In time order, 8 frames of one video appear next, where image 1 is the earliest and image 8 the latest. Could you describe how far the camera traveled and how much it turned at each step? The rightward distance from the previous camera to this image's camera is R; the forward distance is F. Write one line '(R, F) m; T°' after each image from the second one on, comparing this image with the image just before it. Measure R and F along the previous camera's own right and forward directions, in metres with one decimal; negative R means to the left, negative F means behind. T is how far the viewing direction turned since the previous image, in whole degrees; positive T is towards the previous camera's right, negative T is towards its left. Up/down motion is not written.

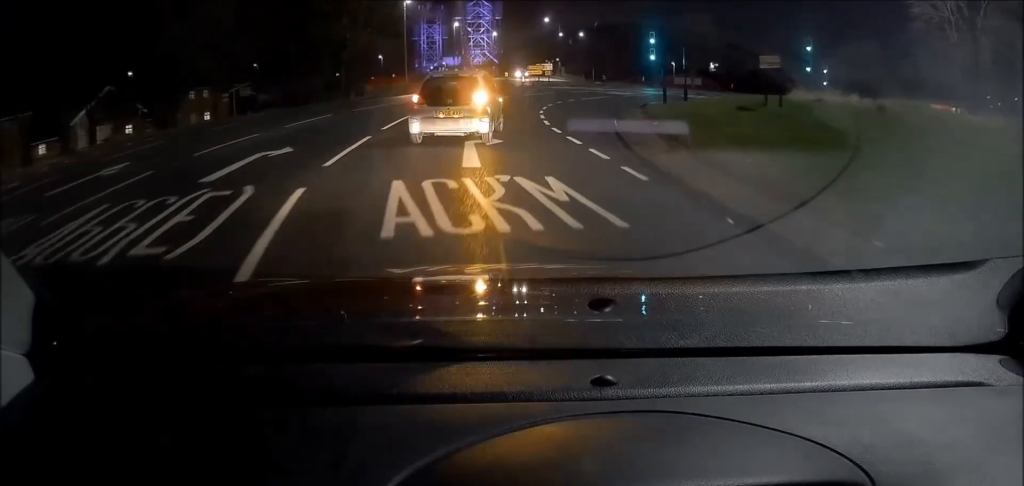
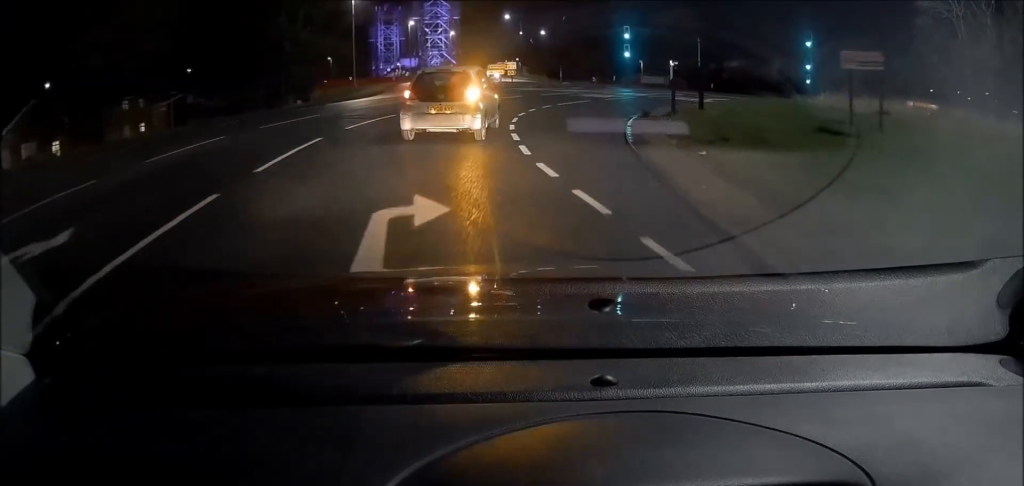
(+0.2, +6.0) m; +2°
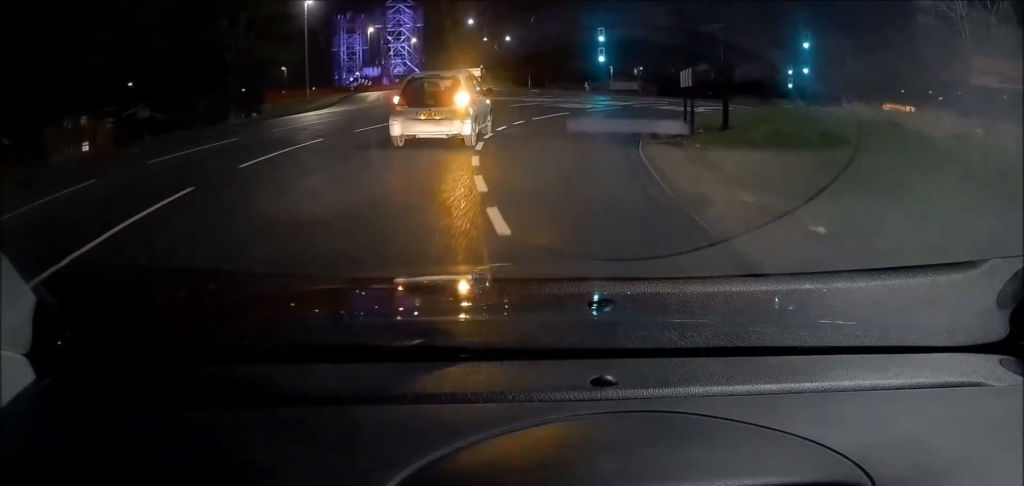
(+0.2, +4.7) m; 0°
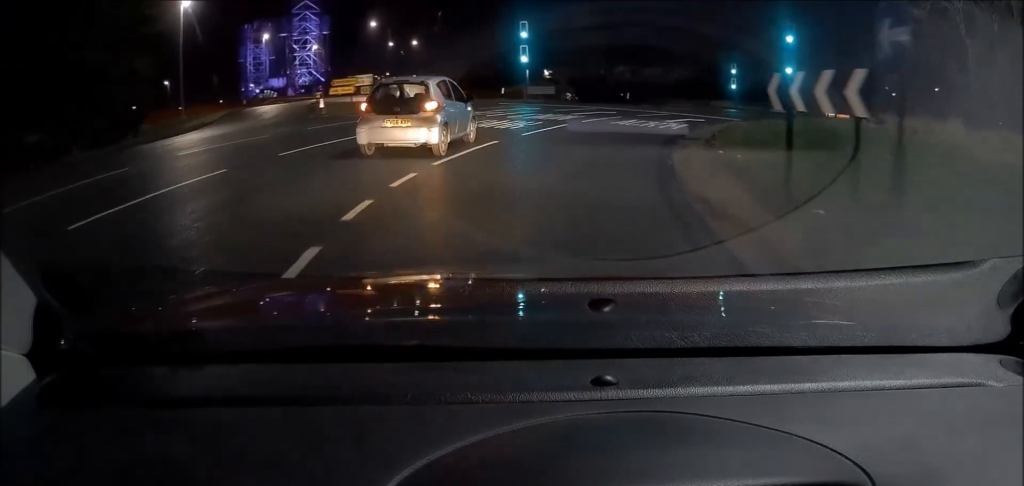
(0.0, +8.7) m; +7°
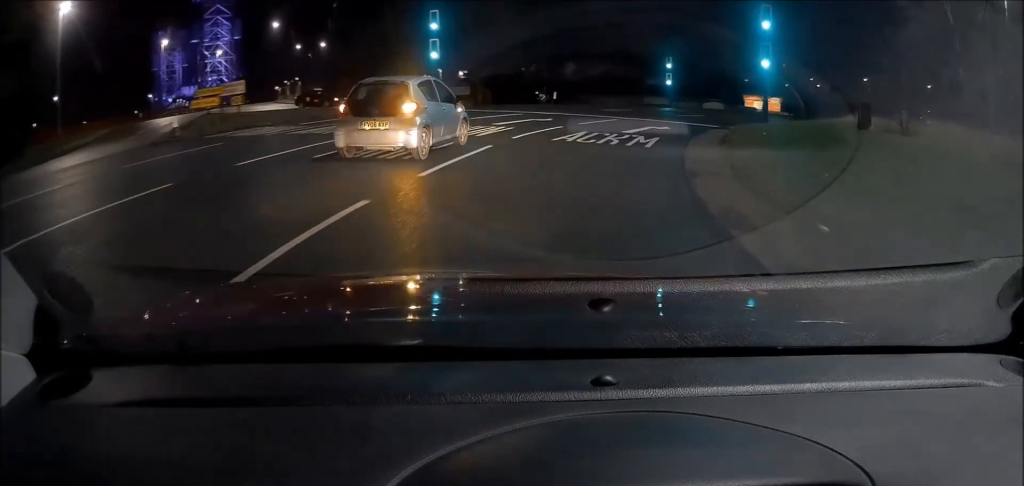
(+0.7, +6.7) m; +11°
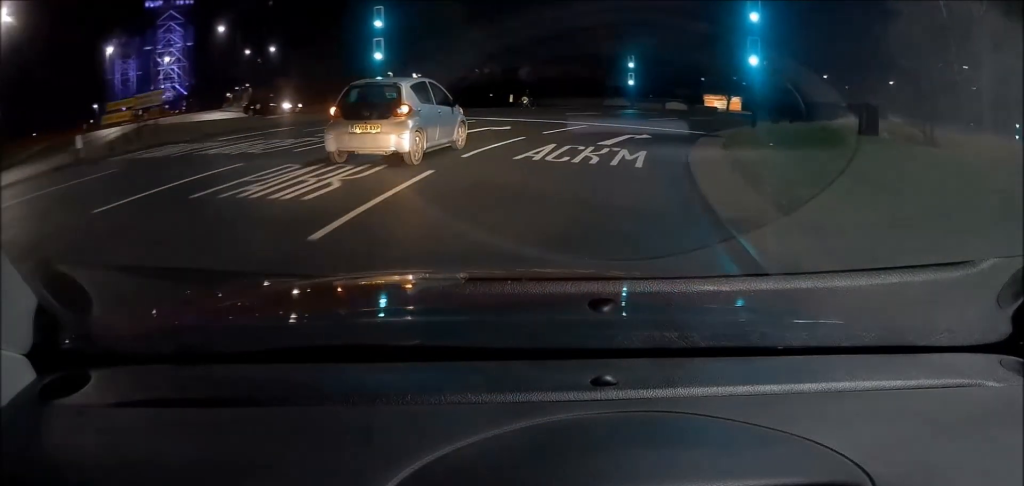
(+0.3, +3.5) m; +5°
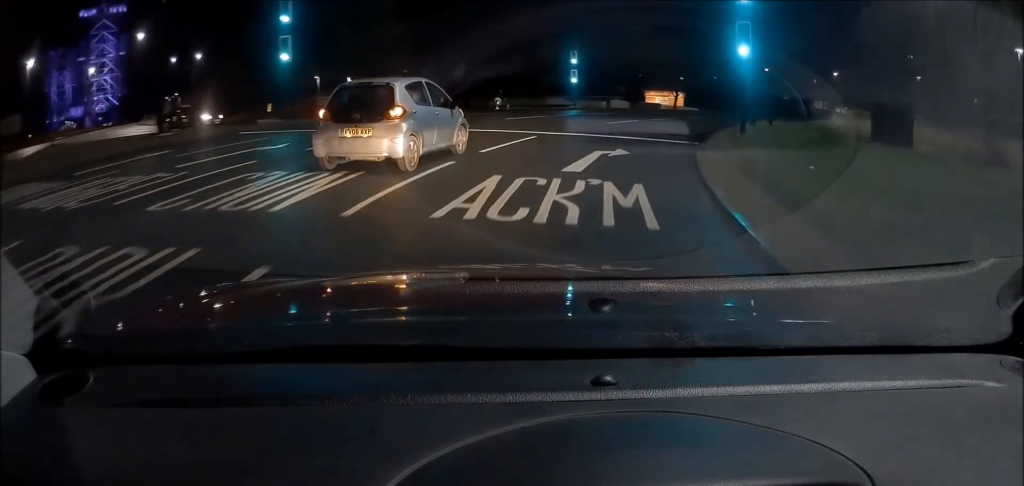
(0.0, +4.6) m; +7°
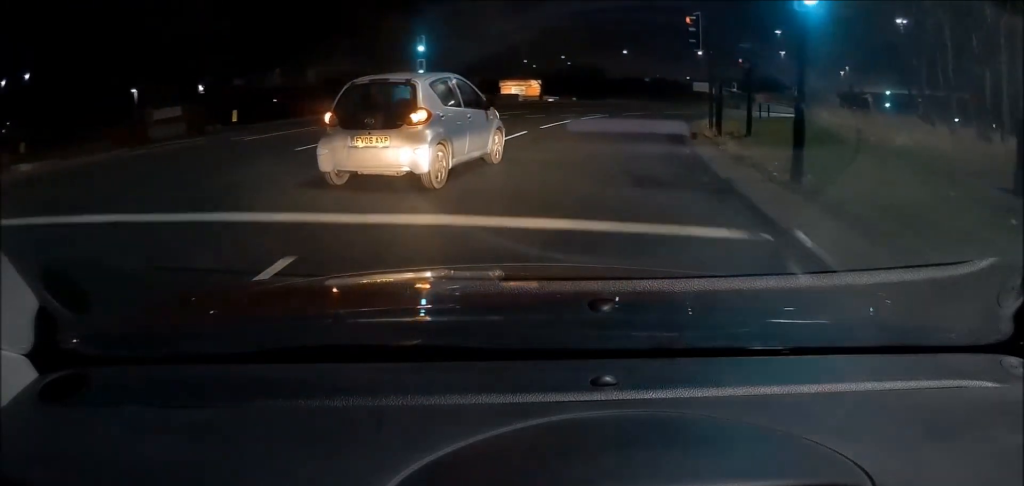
(+1.7, +10.6) m; +15°
